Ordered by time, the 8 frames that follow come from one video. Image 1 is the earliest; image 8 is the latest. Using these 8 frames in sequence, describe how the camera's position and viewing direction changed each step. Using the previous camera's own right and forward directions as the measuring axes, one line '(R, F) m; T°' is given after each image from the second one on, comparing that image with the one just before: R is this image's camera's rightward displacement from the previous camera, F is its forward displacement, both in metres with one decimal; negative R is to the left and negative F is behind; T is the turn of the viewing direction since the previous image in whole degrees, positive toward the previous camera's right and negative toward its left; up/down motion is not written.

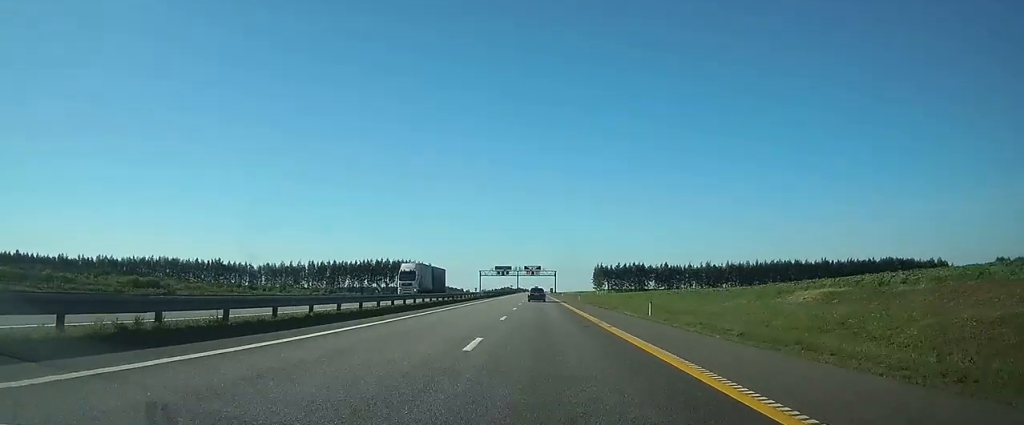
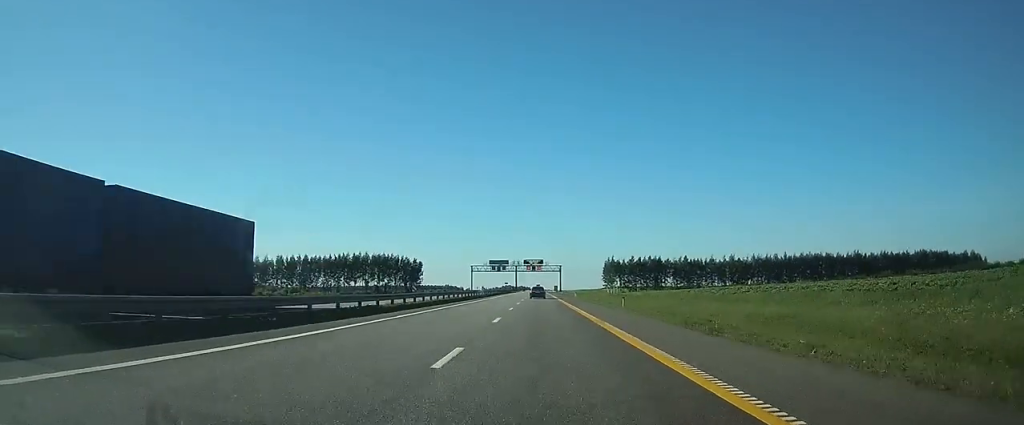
(+0.2, +38.6) m; 0°
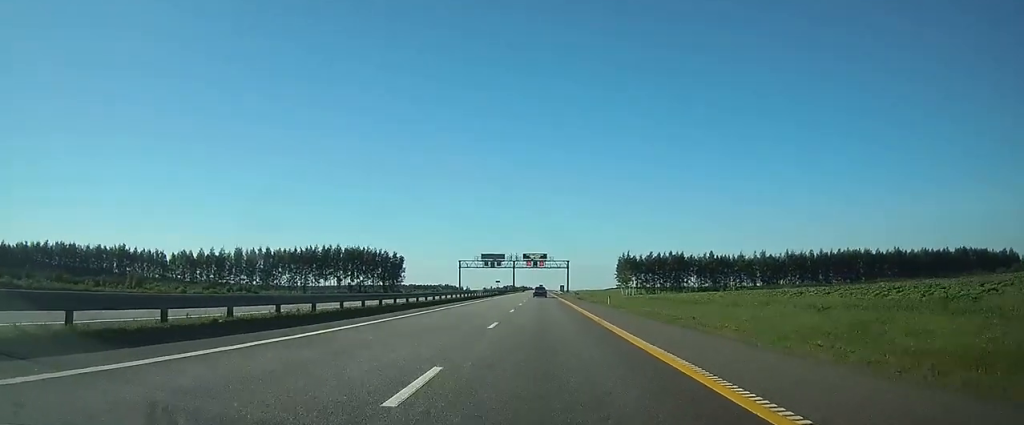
(0.0, +38.8) m; 0°
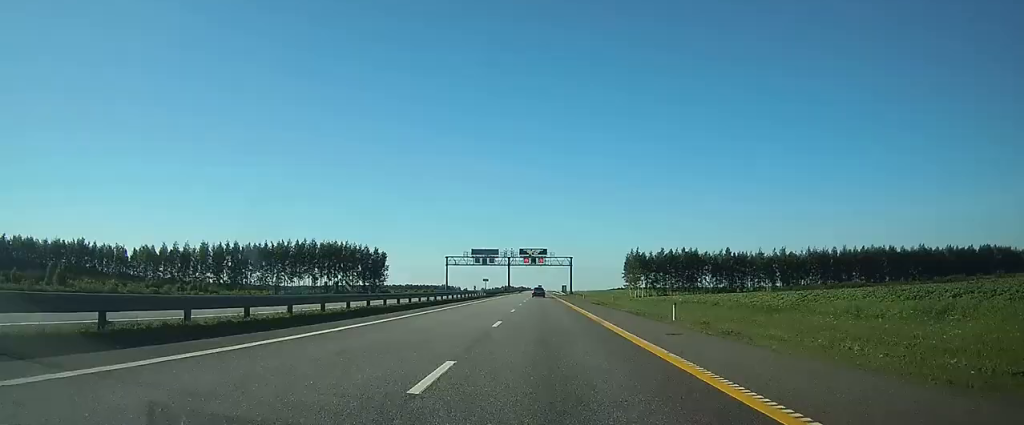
(0.0, +22.7) m; 0°
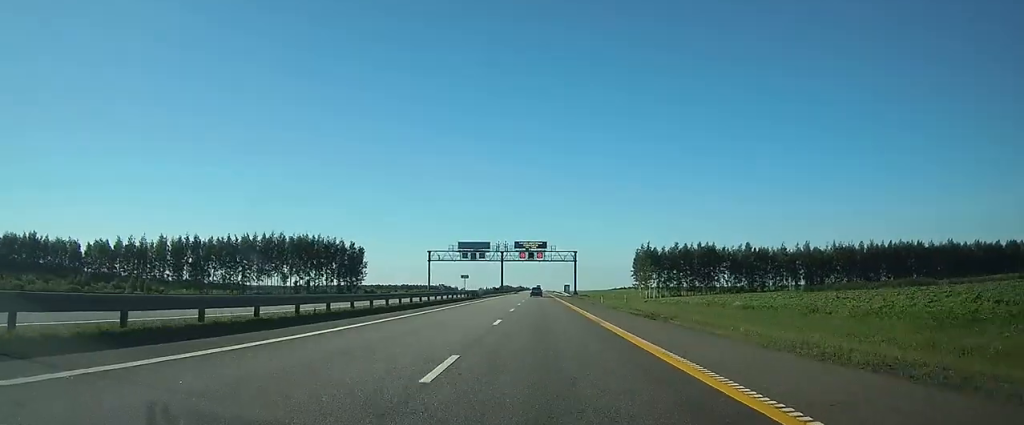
(0.0, +22.5) m; 0°
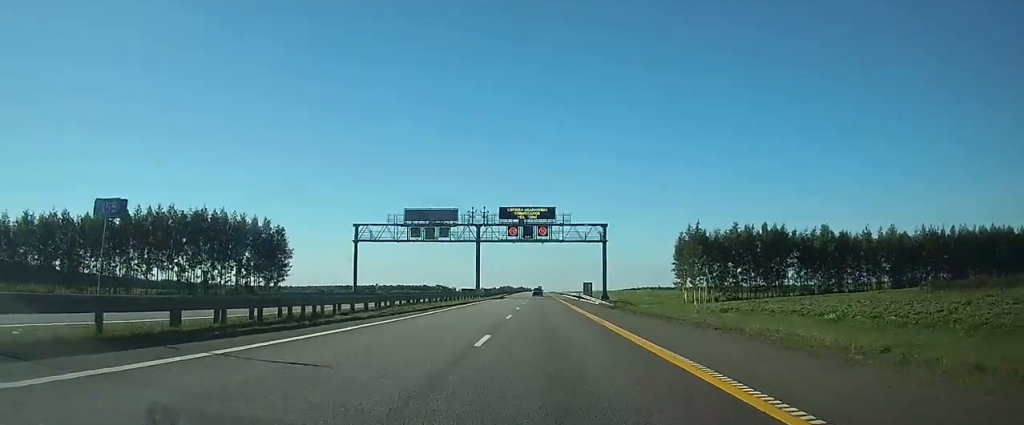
(+0.1, +50.6) m; 0°
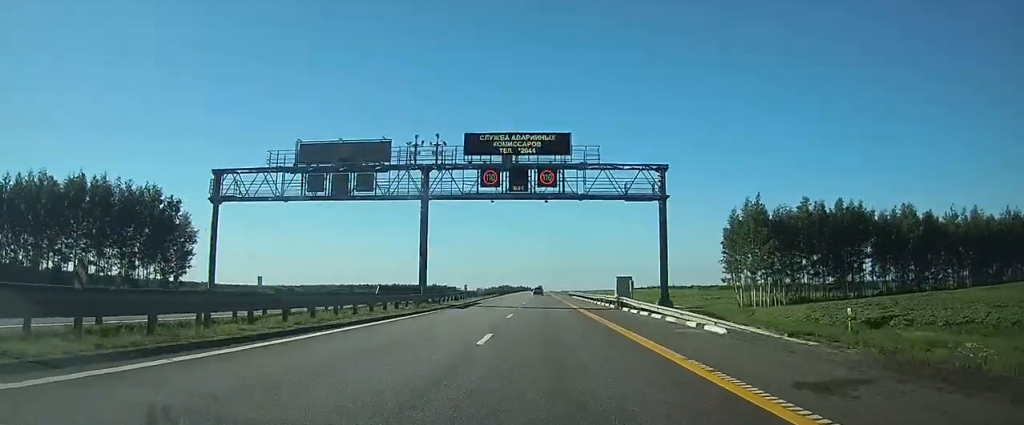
(0.0, +31.8) m; 0°
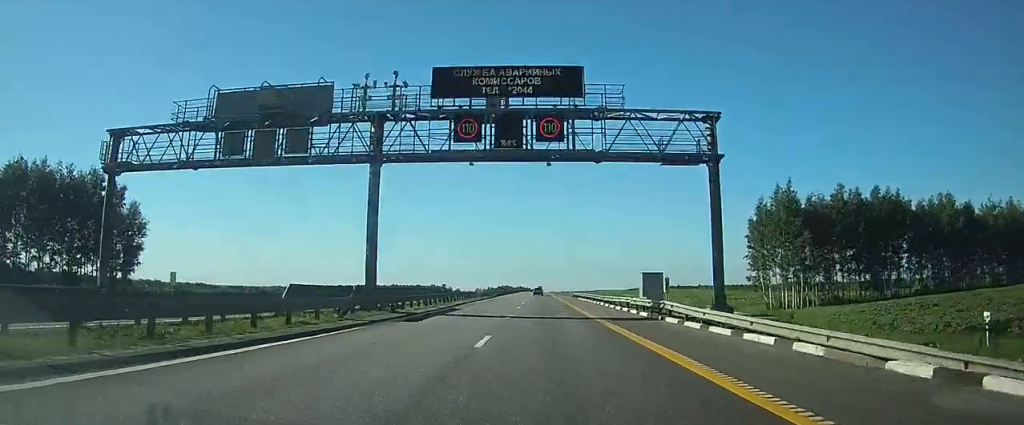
(0.0, +11.1) m; 0°
